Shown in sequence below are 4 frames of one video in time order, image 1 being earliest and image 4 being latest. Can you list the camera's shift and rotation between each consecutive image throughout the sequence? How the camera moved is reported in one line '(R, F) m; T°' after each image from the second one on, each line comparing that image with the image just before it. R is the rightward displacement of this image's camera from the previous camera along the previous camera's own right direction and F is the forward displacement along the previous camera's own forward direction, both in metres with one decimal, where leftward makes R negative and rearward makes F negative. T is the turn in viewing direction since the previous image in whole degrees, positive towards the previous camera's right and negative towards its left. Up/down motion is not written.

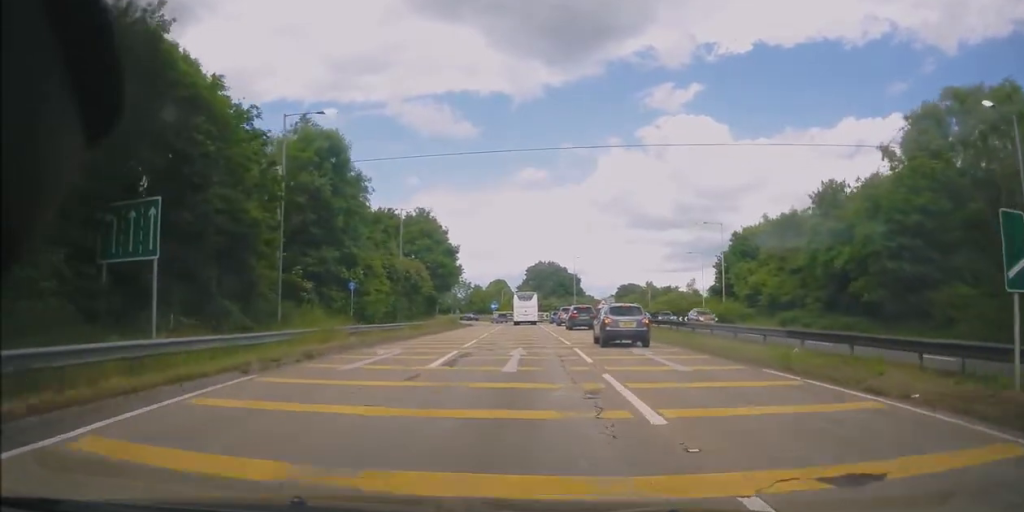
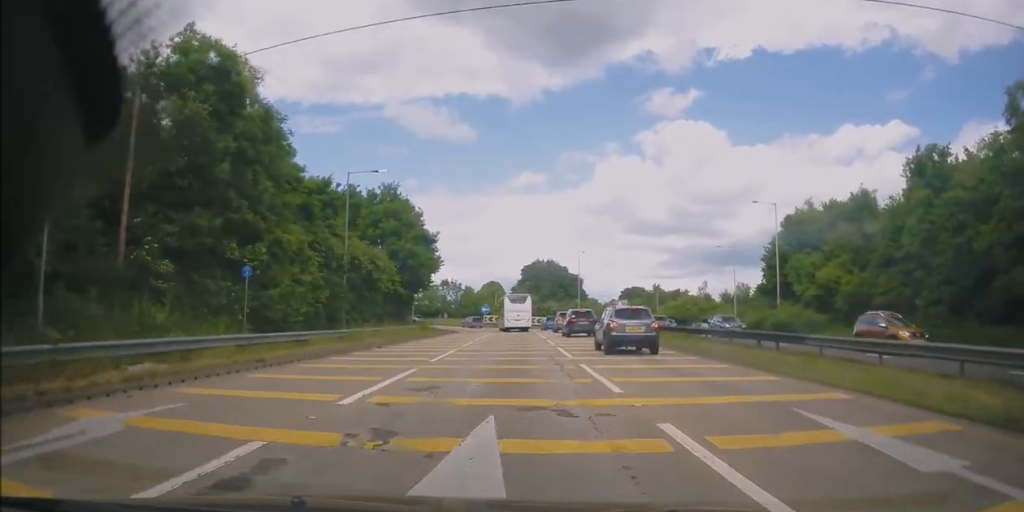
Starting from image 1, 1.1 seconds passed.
(+0.3, +14.5) m; +1°
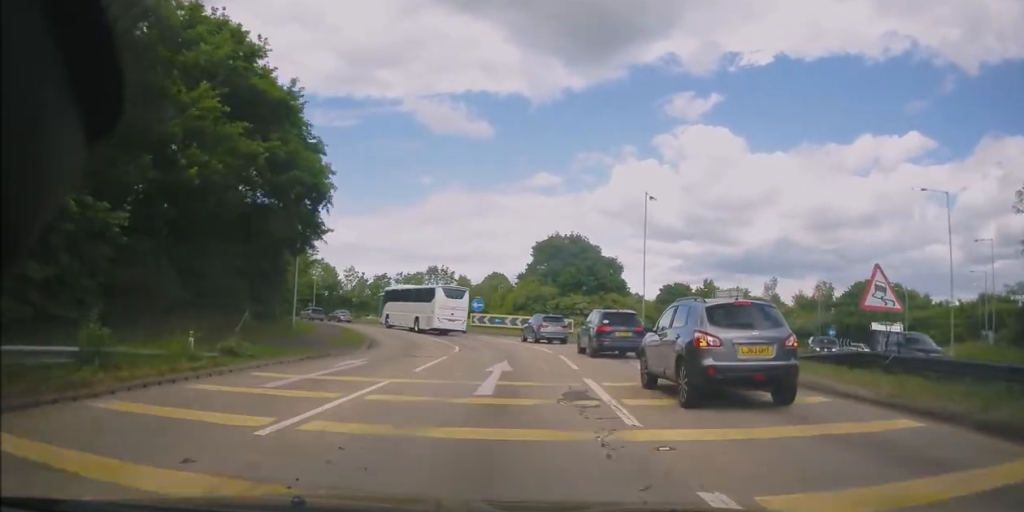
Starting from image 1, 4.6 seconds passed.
(+0.6, +36.9) m; 0°
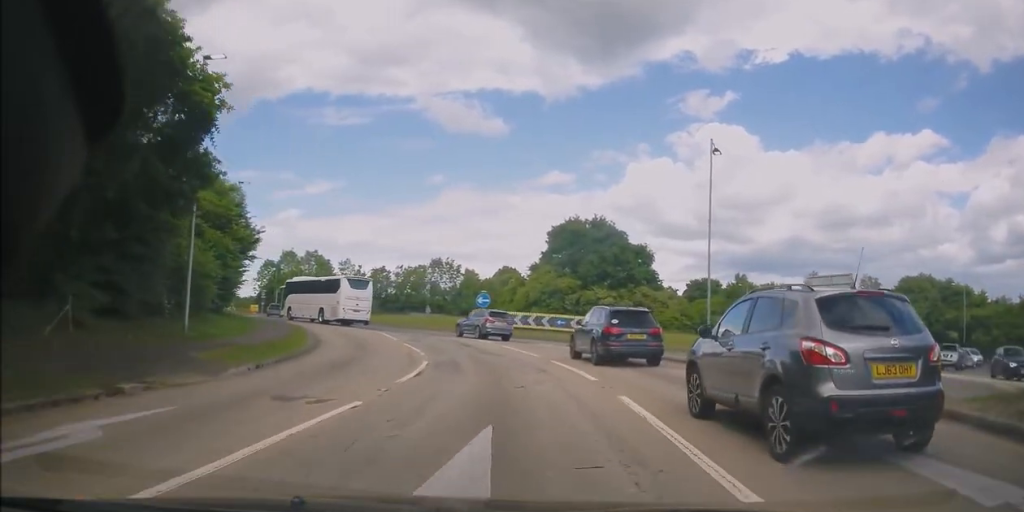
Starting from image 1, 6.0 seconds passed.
(-0.6, +11.6) m; -3°
